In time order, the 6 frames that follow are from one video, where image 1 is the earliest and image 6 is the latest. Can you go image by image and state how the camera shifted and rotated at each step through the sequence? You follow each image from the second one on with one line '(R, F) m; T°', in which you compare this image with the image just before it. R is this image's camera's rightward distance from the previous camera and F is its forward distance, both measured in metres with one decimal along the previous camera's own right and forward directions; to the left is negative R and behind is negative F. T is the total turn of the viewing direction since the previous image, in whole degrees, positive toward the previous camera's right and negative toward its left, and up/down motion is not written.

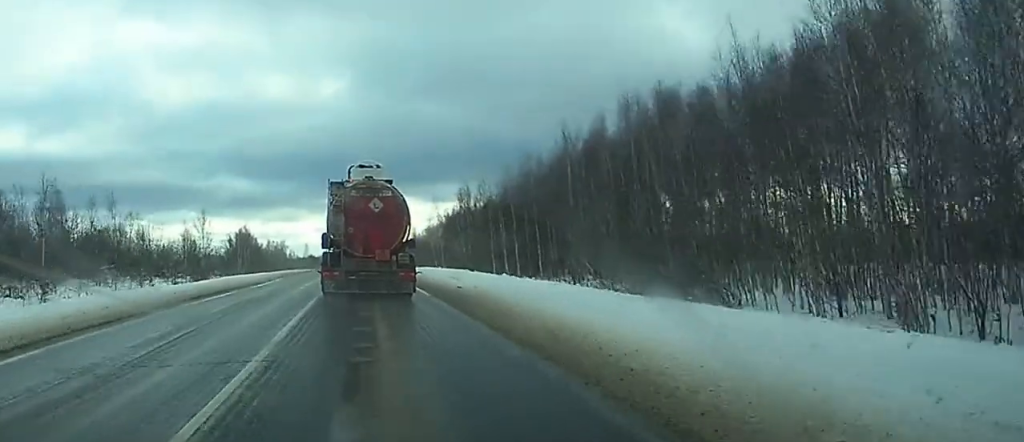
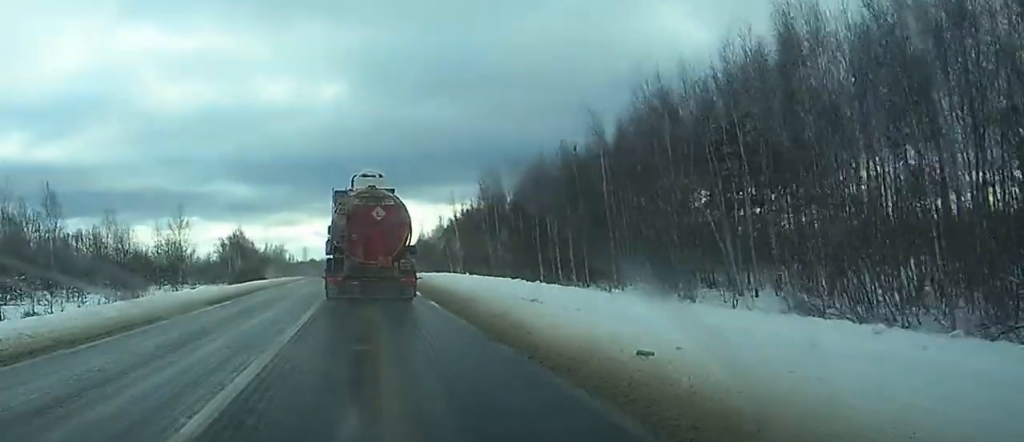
(-0.1, +19.7) m; 0°
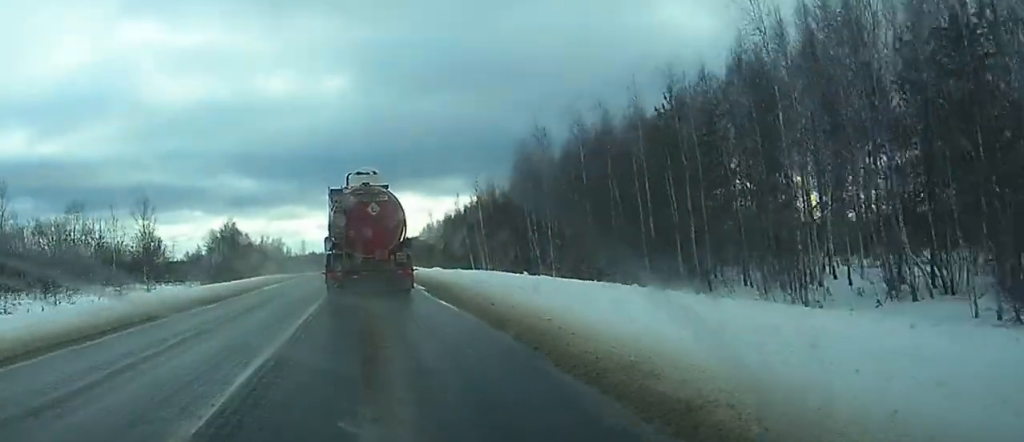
(0.0, +21.4) m; 0°
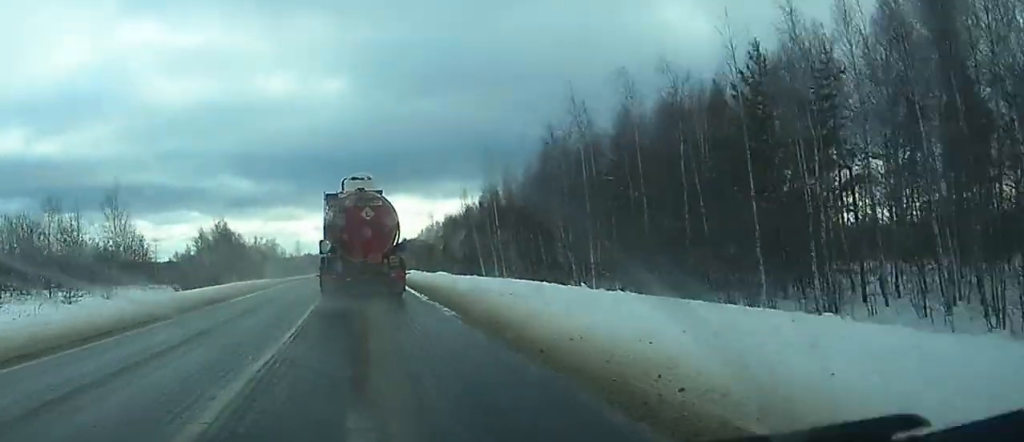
(0.0, +11.2) m; 0°
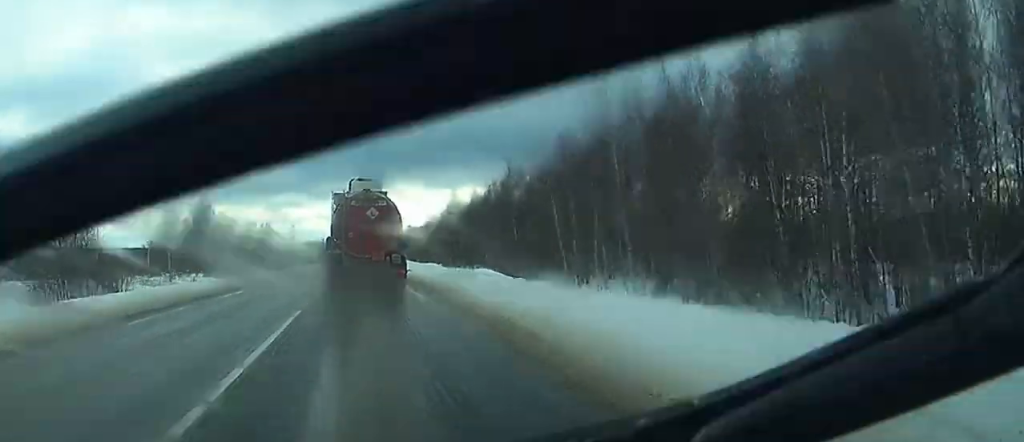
(0.0, +35.0) m; 0°
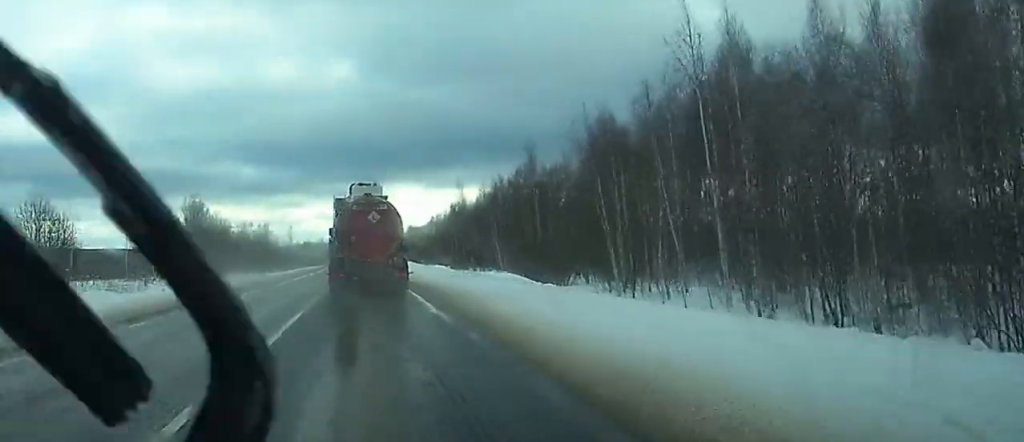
(0.0, +10.4) m; 0°
